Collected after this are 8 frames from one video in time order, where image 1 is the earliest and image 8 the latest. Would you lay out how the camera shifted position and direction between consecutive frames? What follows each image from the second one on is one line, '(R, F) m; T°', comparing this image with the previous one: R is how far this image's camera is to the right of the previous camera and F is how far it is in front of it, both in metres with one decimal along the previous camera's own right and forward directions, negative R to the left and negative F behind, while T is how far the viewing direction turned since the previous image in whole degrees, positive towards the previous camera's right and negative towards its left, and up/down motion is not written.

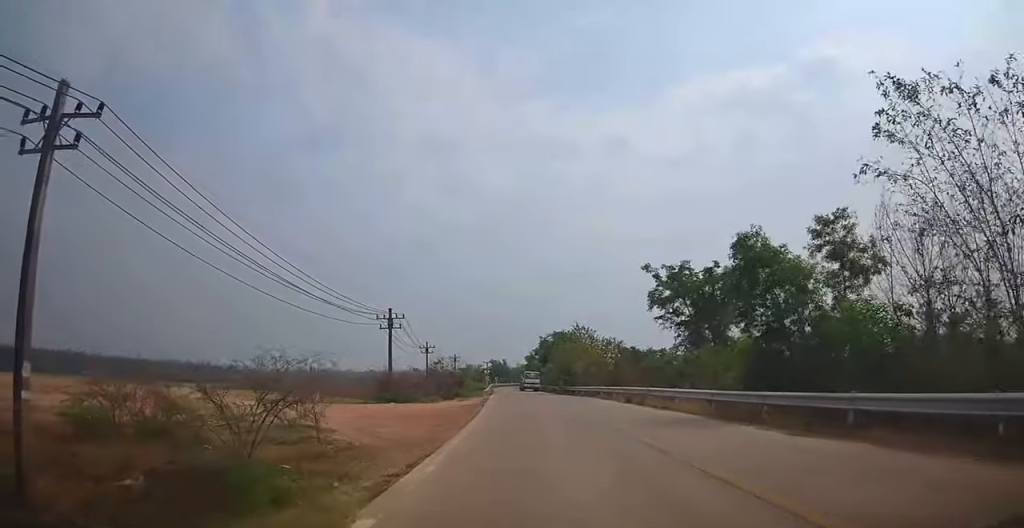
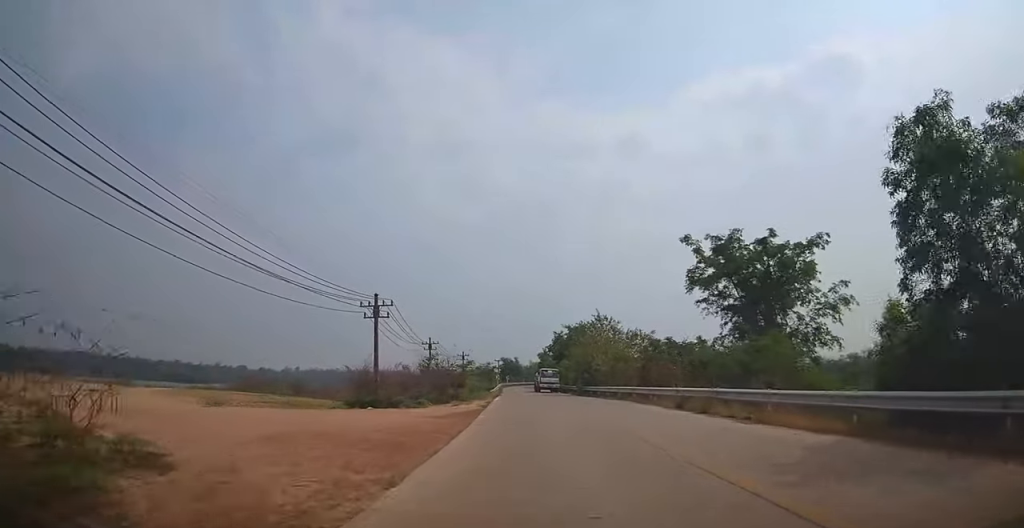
(-0.4, +7.8) m; -3°
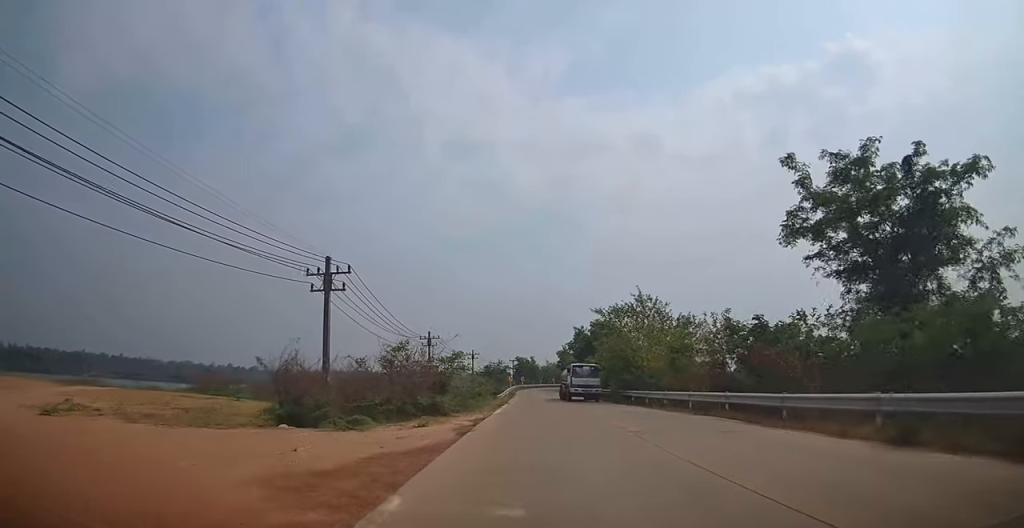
(-0.2, +12.4) m; -1°
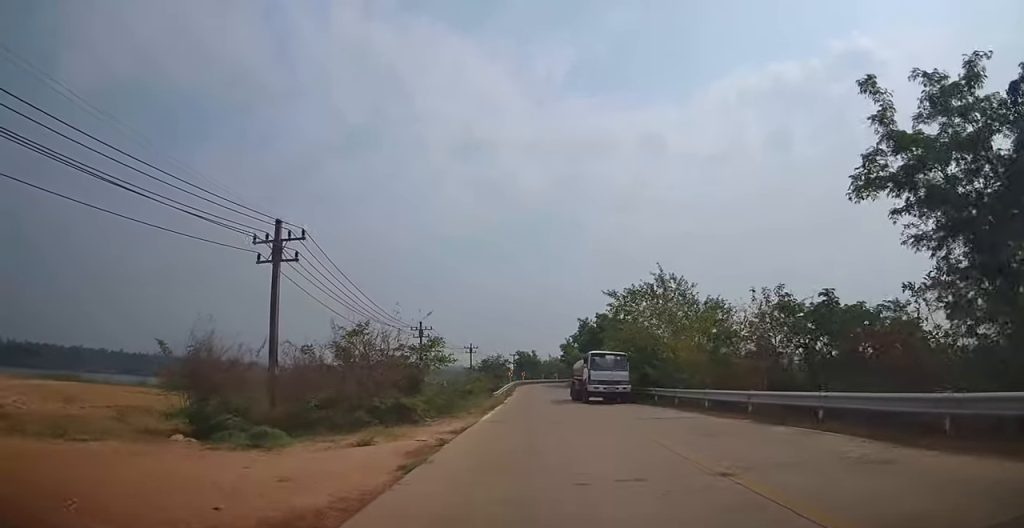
(+0.3, +5.9) m; 0°
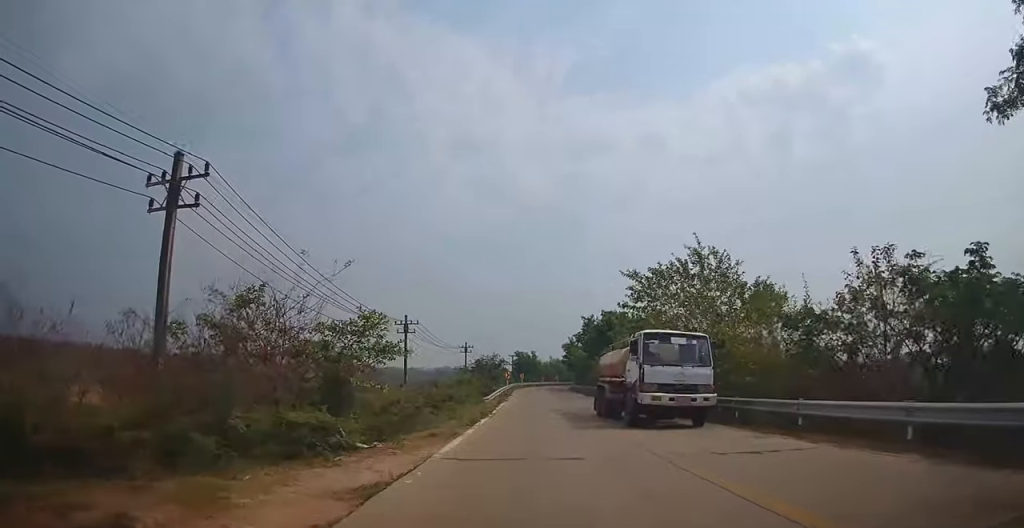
(-0.4, +7.0) m; 0°
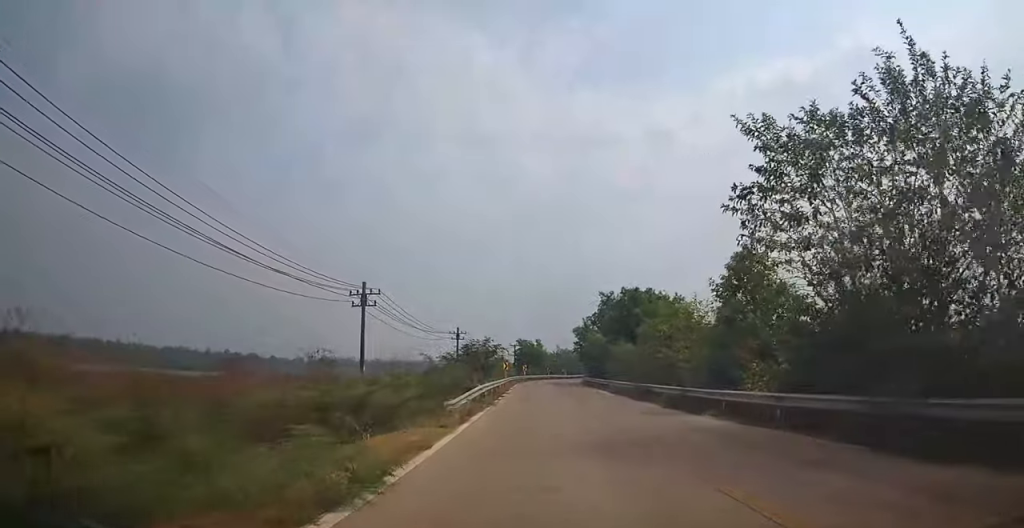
(+0.5, +14.7) m; 0°
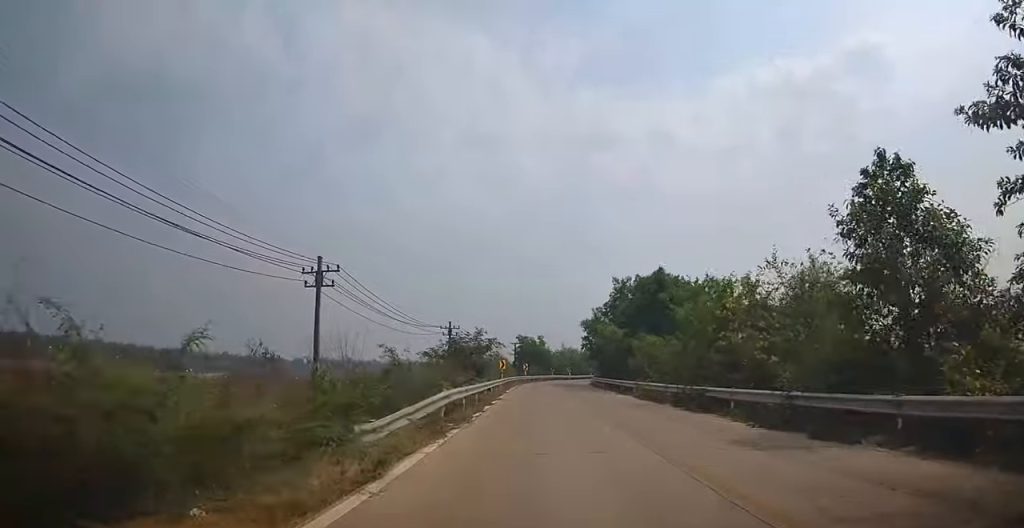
(-0.6, +8.9) m; -1°
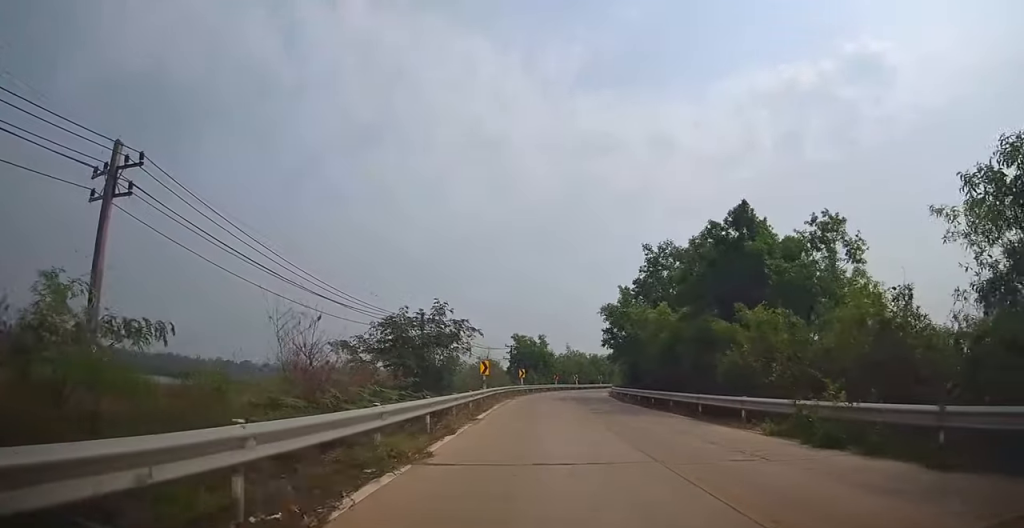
(+0.3, +17.4) m; -1°
